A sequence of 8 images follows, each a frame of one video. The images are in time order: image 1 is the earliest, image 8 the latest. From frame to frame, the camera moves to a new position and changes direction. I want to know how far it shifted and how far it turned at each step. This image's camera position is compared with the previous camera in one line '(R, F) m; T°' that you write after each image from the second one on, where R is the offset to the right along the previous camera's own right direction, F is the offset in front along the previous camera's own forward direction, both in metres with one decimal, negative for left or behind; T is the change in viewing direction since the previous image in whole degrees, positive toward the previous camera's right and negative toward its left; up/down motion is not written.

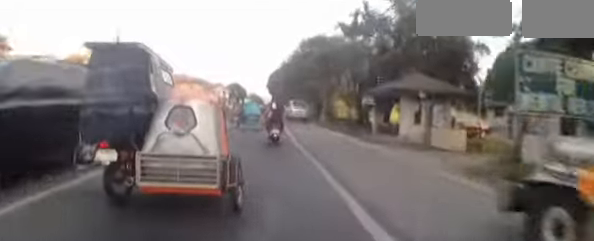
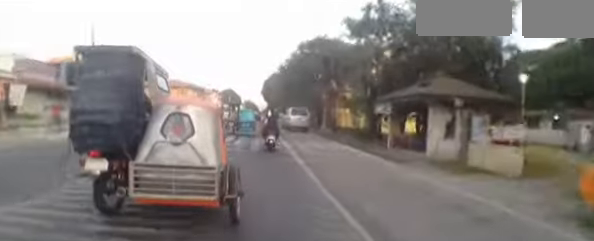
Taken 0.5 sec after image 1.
(-0.5, +3.2) m; +1°
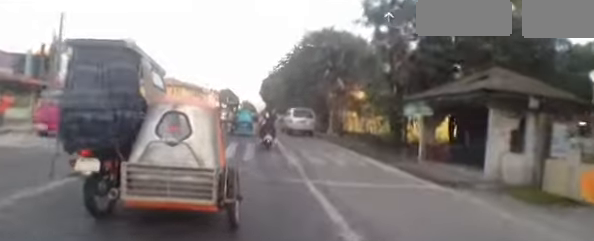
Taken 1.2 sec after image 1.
(+0.4, +4.0) m; +5°
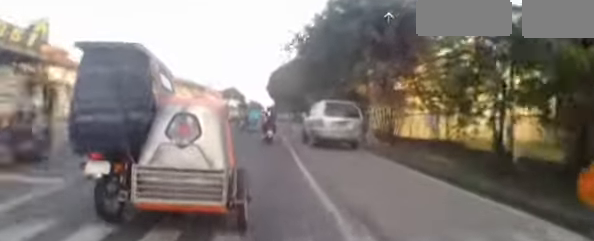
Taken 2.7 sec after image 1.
(+0.6, +9.4) m; -1°
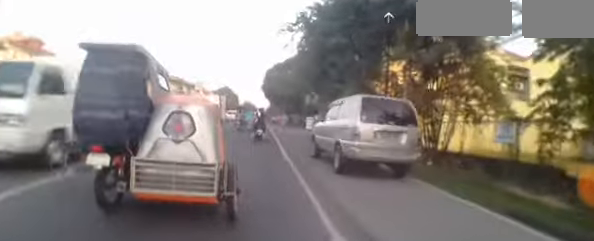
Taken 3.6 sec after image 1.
(-0.5, +5.9) m; +4°
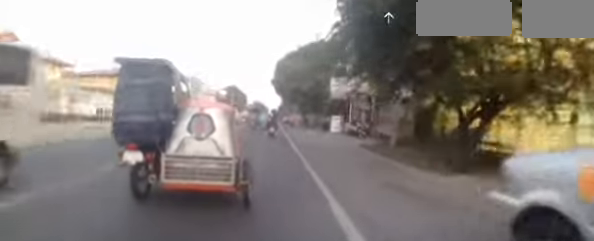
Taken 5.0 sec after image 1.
(+0.8, +9.7) m; +1°
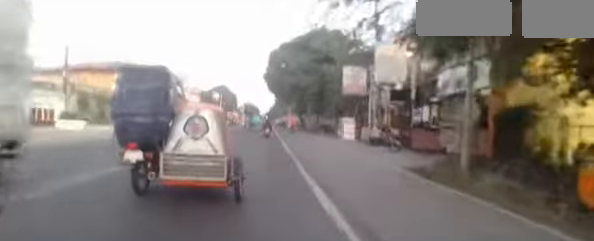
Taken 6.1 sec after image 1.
(-0.4, +7.9) m; -1°
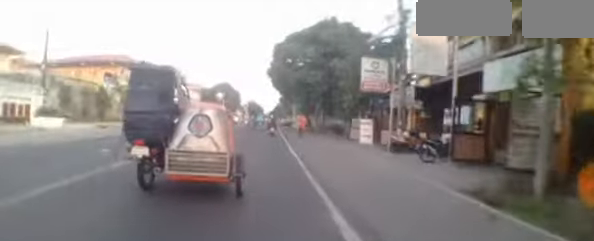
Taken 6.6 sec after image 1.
(+0.1, +3.3) m; +1°
